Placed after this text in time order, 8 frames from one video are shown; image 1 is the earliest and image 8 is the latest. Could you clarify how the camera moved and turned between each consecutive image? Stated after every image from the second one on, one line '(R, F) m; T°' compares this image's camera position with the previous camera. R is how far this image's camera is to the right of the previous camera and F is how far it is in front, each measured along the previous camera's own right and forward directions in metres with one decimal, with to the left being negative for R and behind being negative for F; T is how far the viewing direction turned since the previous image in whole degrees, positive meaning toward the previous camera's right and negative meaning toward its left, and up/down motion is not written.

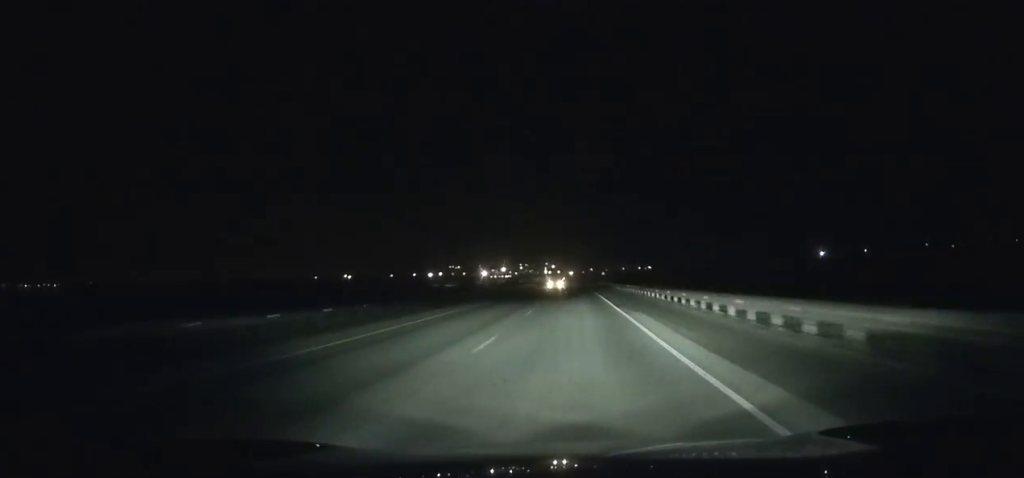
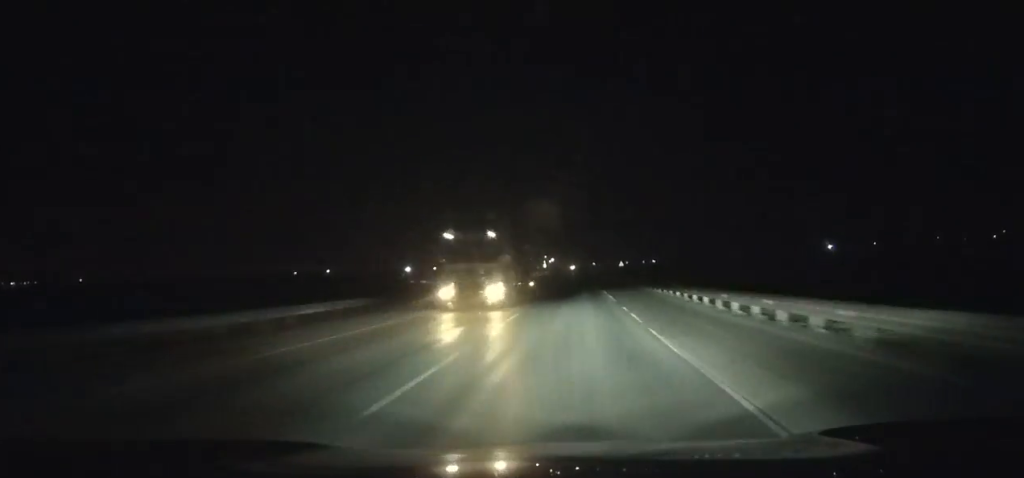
(+0.1, +55.0) m; 0°
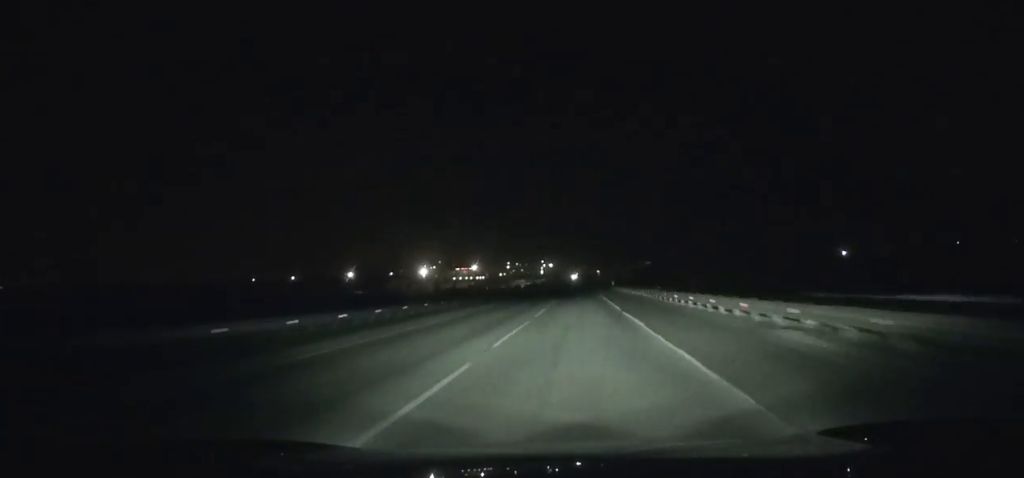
(-0.3, +89.9) m; 0°
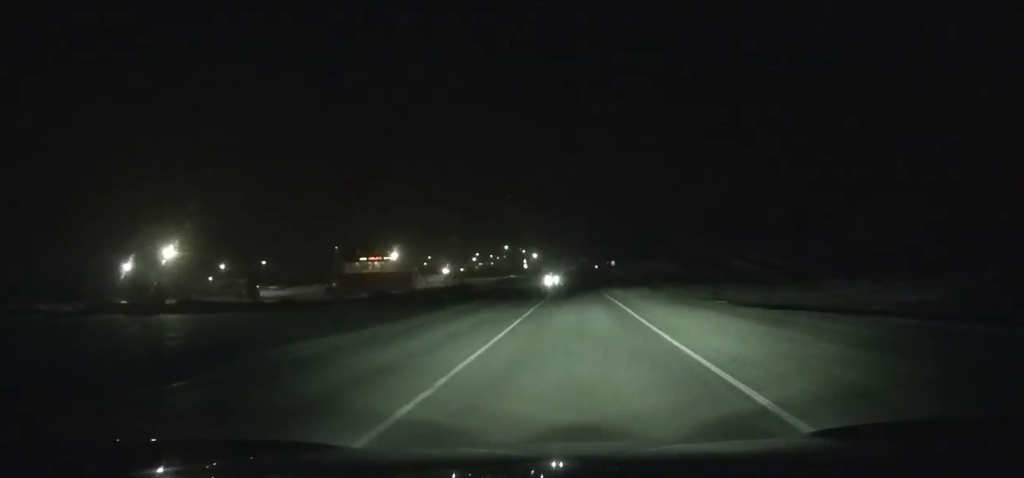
(+0.1, +124.6) m; -1°
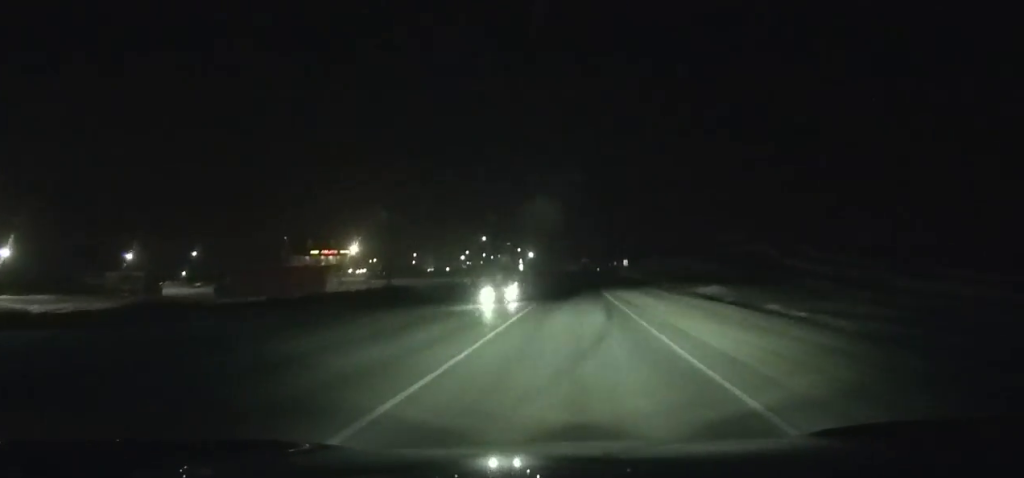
(-0.1, +32.3) m; 0°
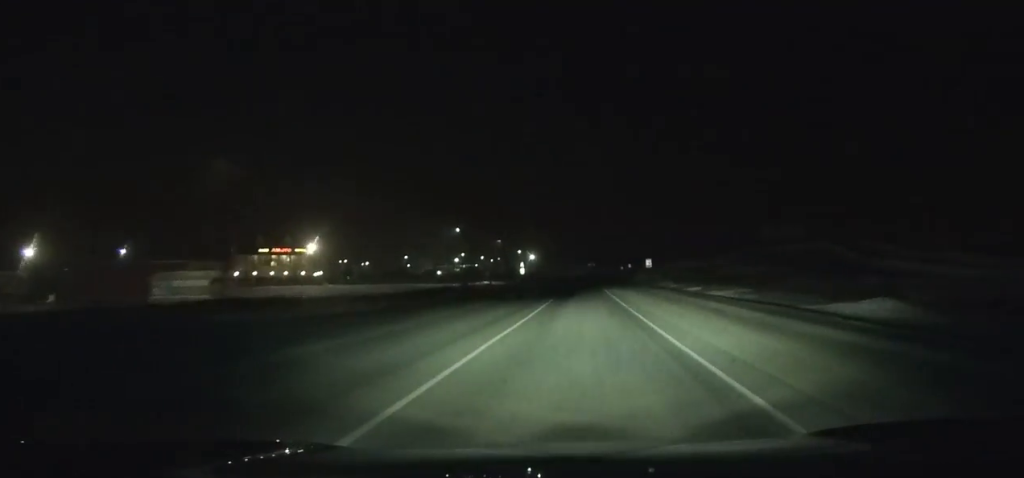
(-0.2, +25.0) m; 0°
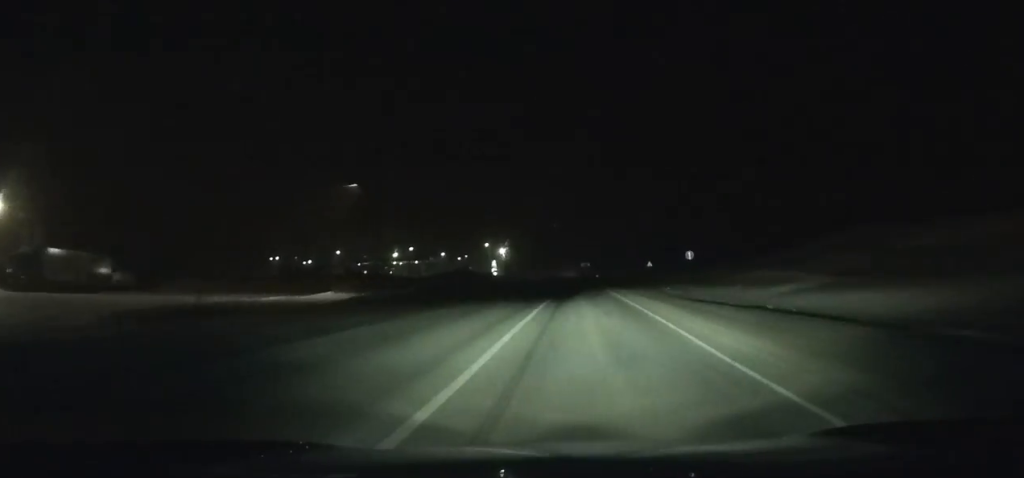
(+0.4, +69.6) m; 0°
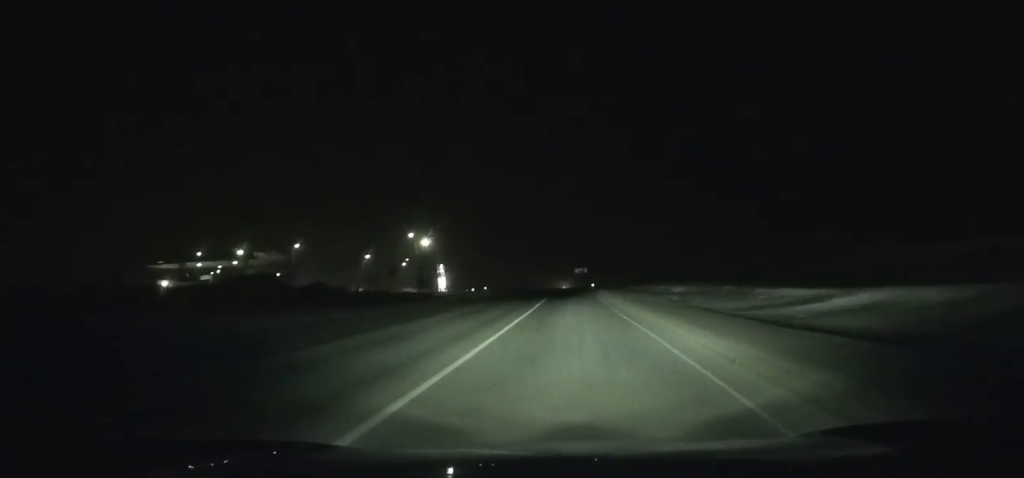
(+0.1, +77.1) m; 0°
